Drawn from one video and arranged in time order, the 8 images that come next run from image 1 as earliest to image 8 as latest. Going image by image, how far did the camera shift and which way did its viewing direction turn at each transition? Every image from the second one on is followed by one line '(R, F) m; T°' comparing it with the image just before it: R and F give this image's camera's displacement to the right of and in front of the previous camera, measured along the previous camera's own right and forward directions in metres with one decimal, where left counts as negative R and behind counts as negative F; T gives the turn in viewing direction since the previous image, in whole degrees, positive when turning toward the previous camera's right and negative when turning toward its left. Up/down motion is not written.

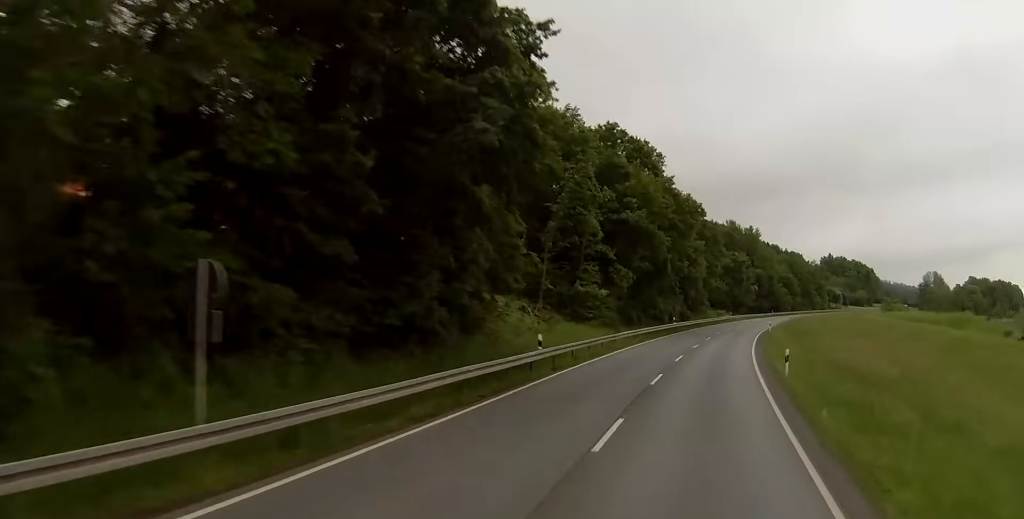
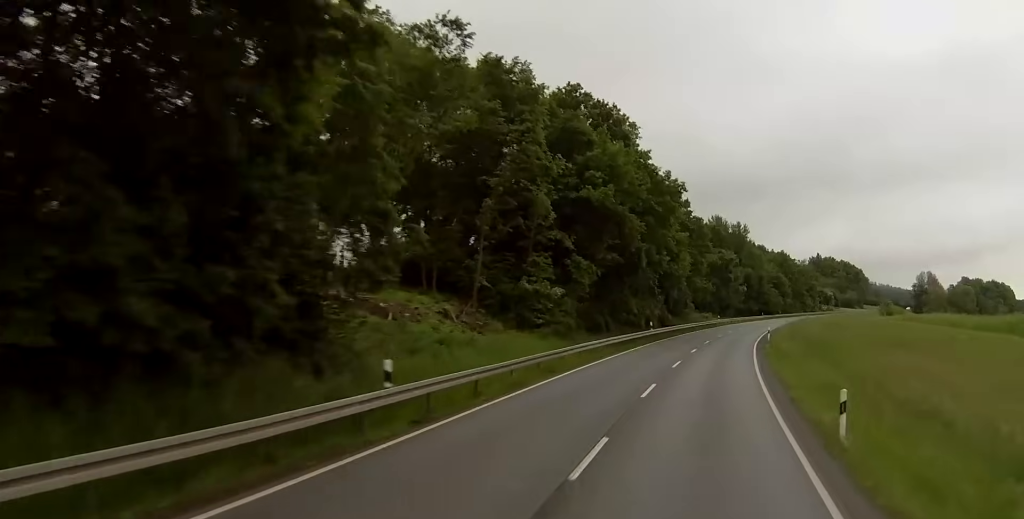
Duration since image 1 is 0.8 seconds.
(+0.7, +15.7) m; +1°
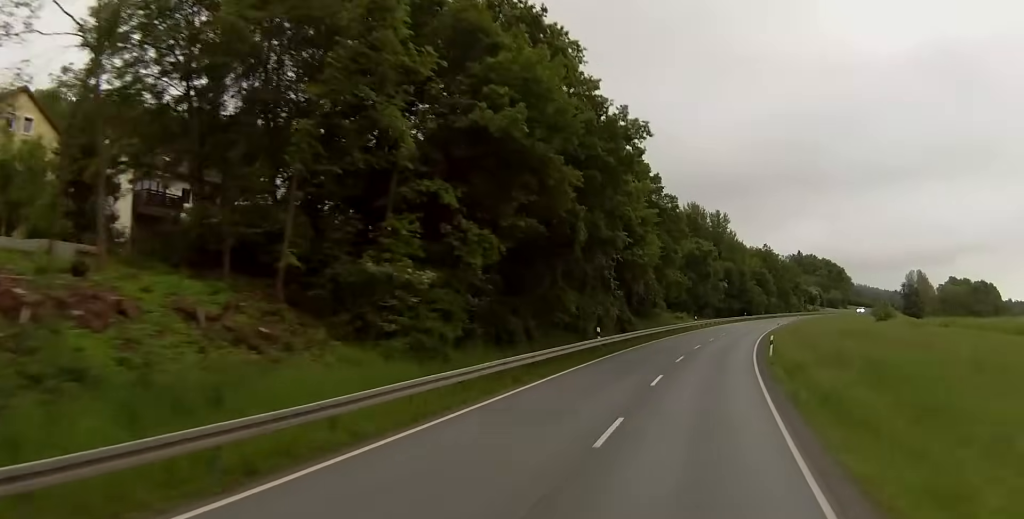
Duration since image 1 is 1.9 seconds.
(-0.5, +19.9) m; +1°
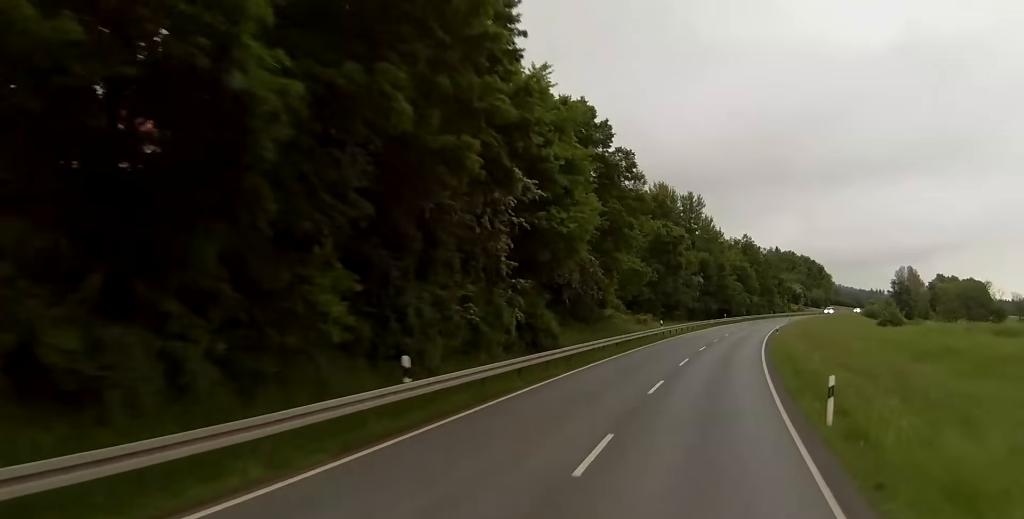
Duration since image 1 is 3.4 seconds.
(+0.8, +20.8) m; +2°
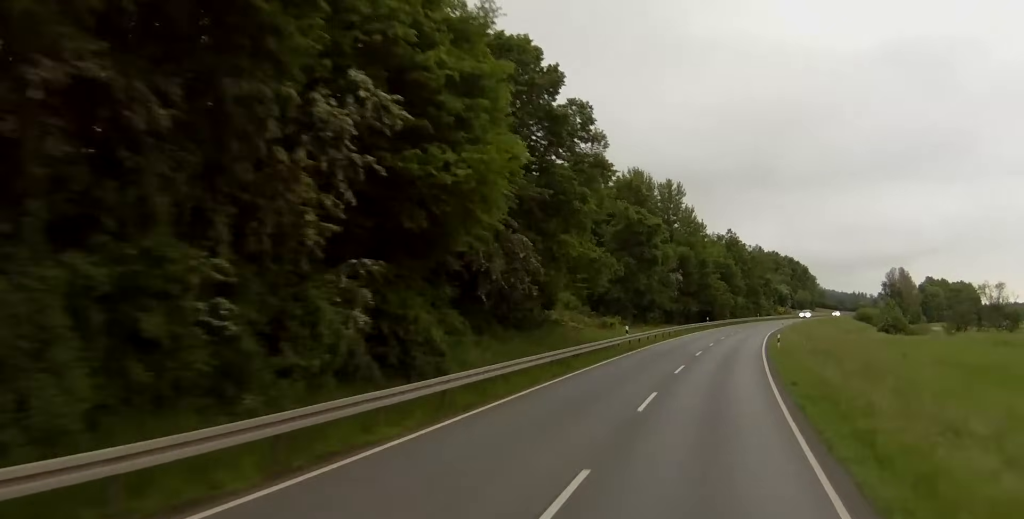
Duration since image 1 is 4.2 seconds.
(0.0, +11.0) m; 0°
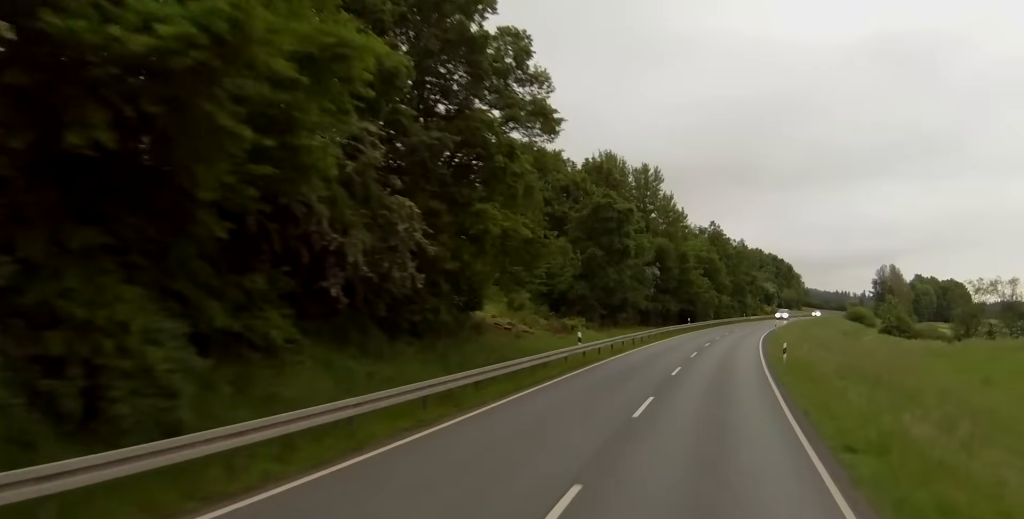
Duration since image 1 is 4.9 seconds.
(0.0, +9.7) m; +1°
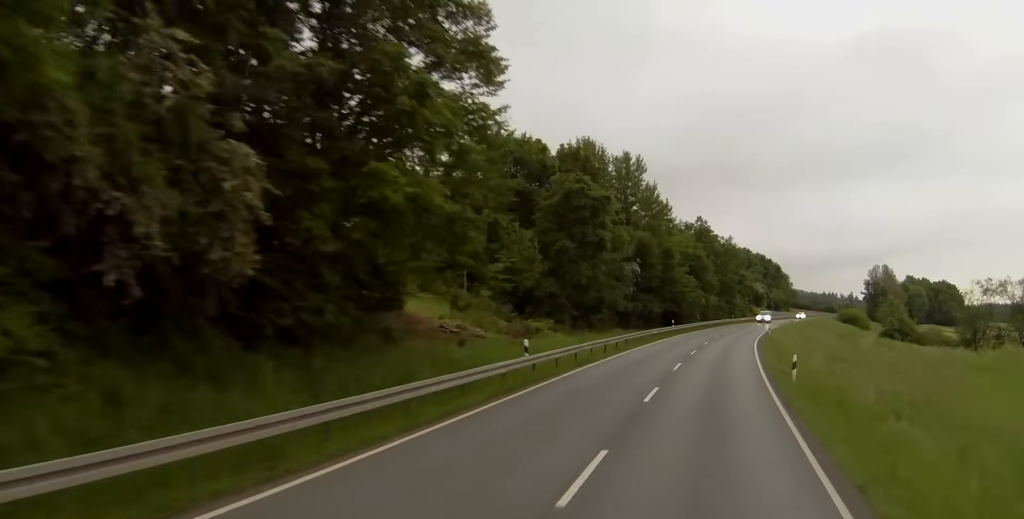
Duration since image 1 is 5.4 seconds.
(0.0, +7.3) m; +1°
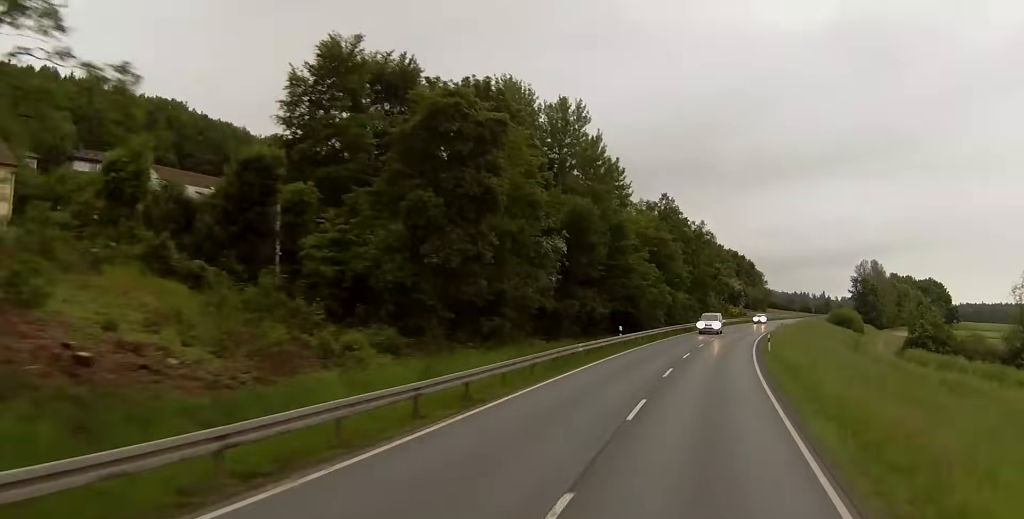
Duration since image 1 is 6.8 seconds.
(+0.9, +25.6) m; +3°
